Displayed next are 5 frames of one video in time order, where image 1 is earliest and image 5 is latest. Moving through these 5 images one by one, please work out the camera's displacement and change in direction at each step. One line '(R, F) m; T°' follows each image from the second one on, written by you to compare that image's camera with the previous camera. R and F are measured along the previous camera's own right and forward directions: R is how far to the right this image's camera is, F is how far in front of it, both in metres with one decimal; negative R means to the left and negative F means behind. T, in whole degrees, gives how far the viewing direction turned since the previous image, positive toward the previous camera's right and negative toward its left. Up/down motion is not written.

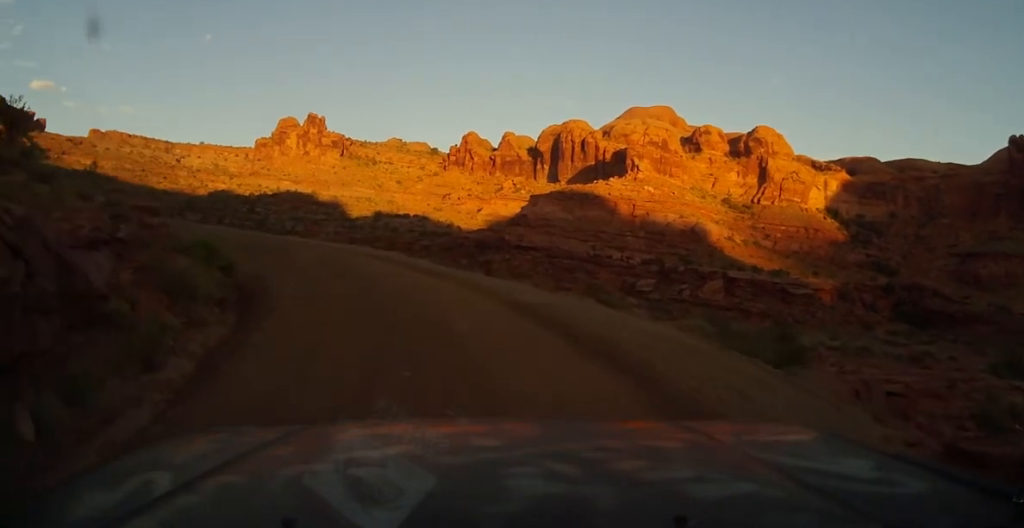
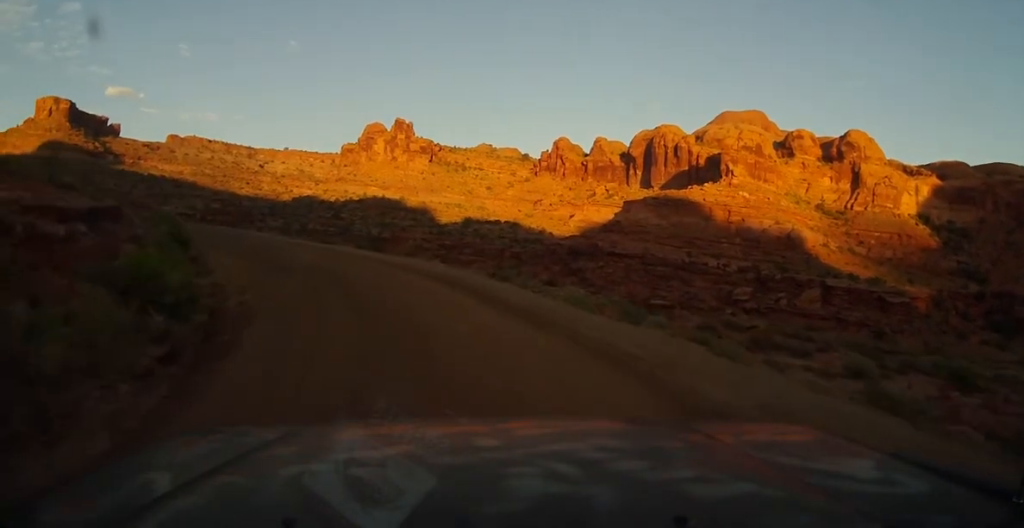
(-0.4, +7.7) m; -10°
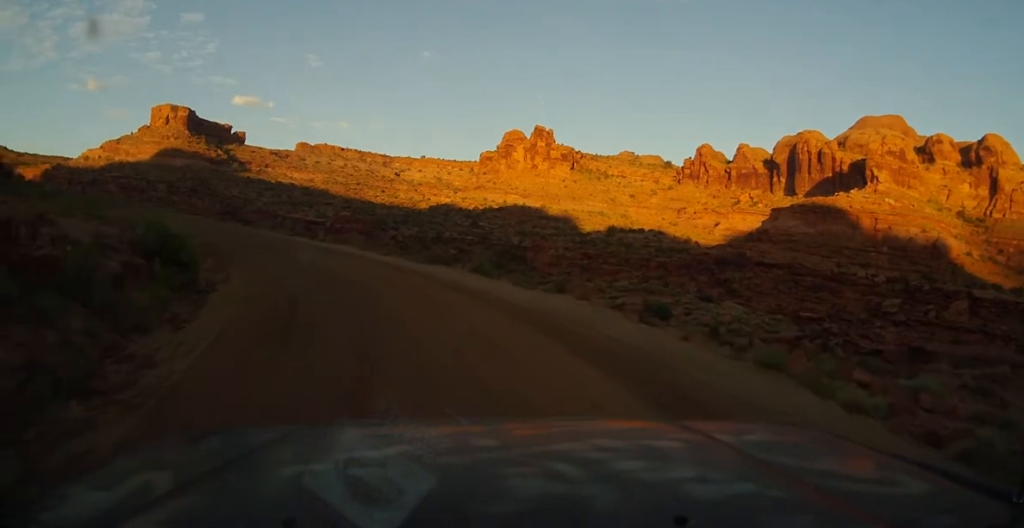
(-1.7, +10.2) m; -18°
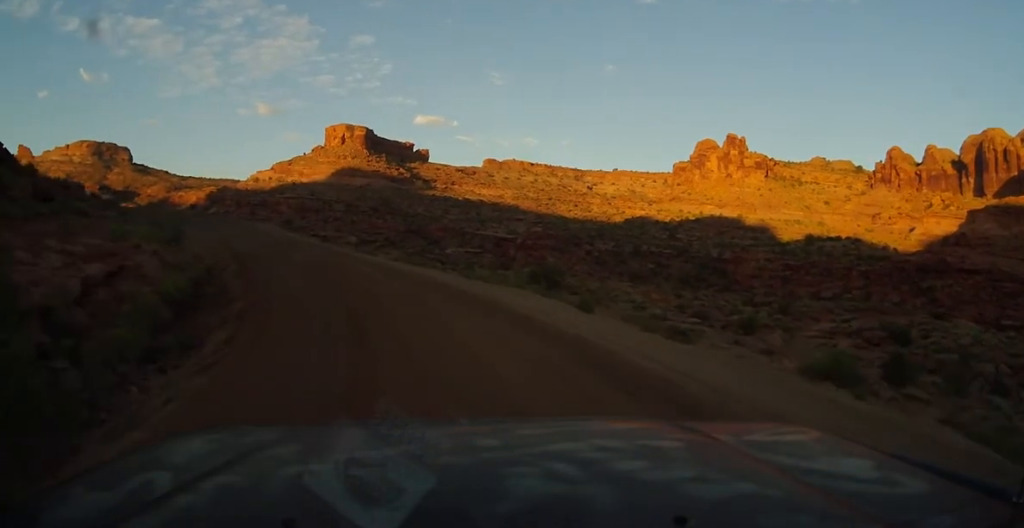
(-1.1, +11.9) m; -8°
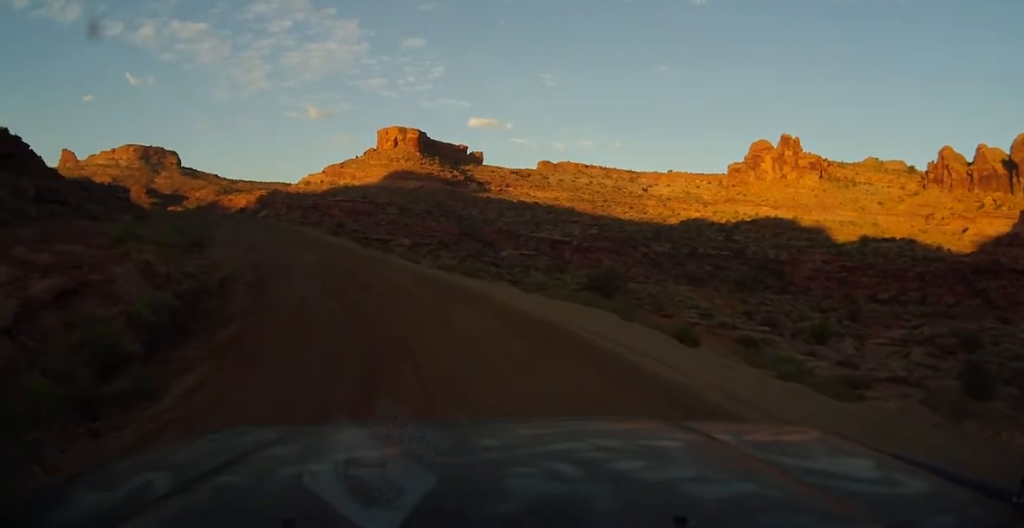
(-0.2, +3.4) m; -5°
